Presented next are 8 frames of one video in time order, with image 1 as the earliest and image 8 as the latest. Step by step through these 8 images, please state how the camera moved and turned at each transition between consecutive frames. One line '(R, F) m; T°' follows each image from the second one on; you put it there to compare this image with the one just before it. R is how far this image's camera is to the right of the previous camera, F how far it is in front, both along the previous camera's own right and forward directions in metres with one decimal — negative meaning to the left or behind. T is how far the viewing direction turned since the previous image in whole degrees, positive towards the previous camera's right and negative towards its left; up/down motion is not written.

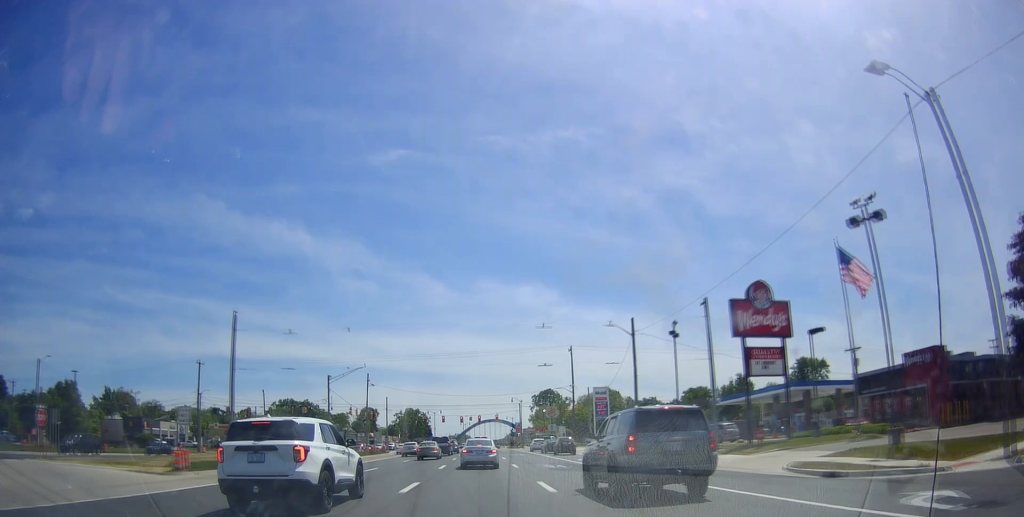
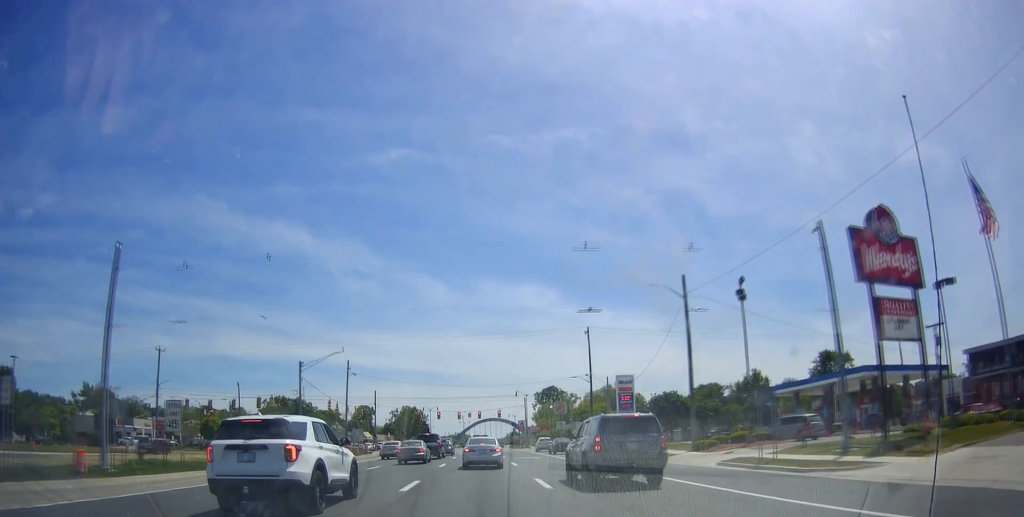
(-0.5, +15.9) m; +2°
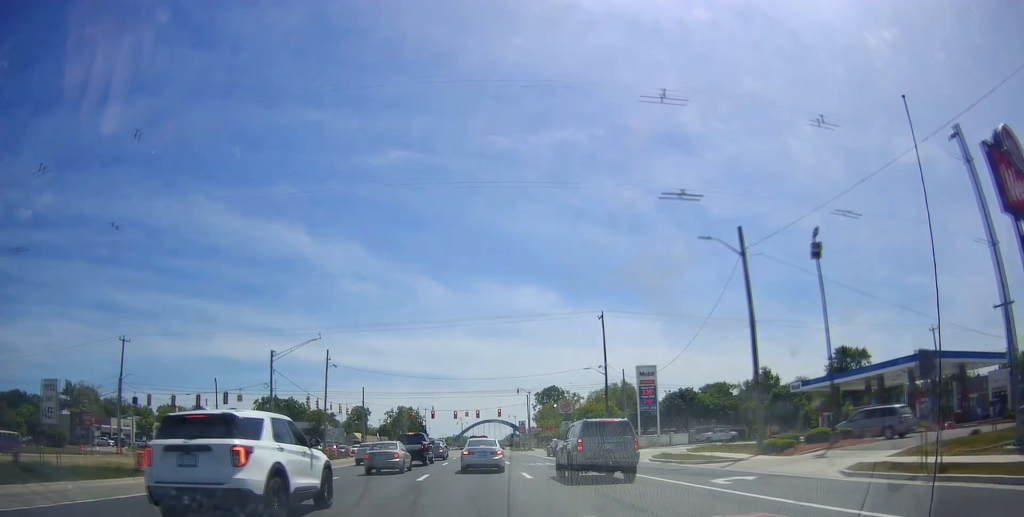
(+0.4, +11.4) m; +2°
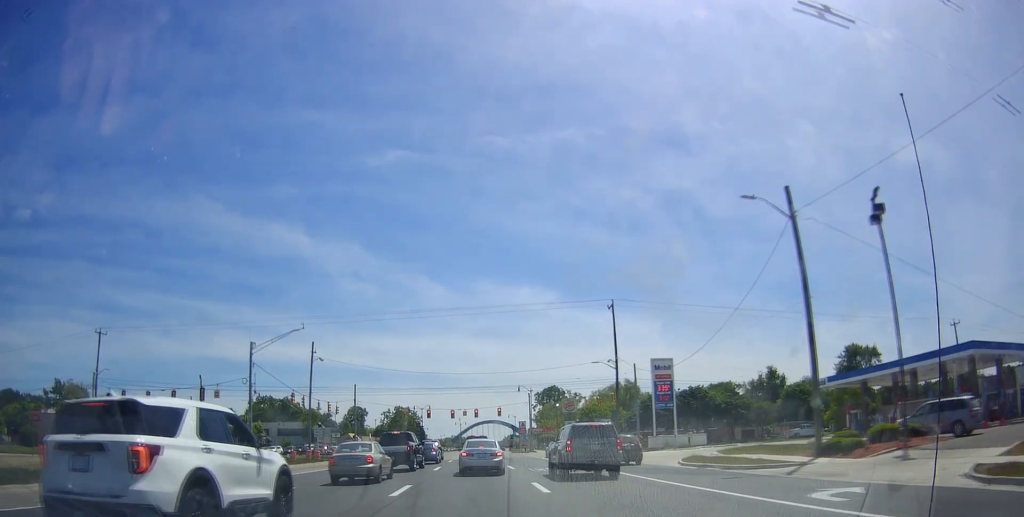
(0.0, +6.3) m; 0°
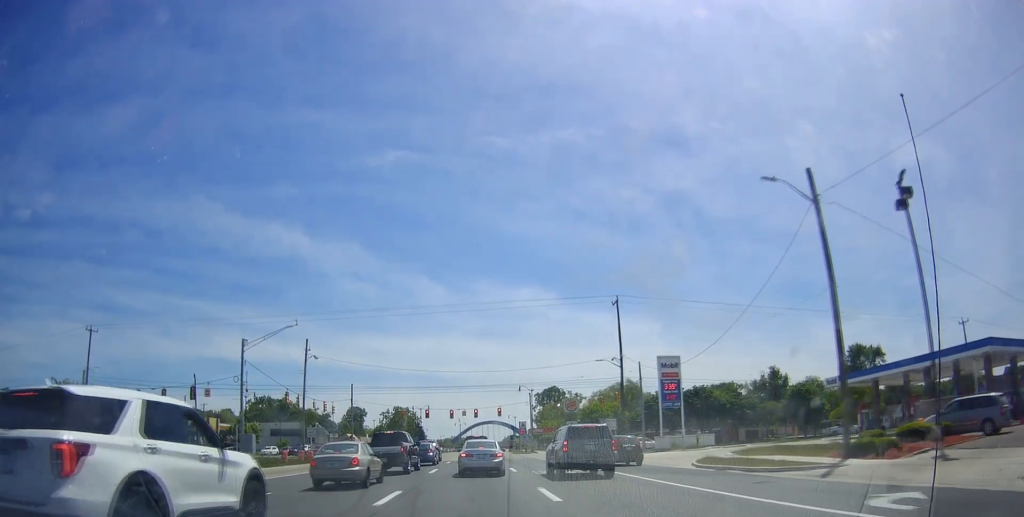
(0.0, +2.2) m; 0°
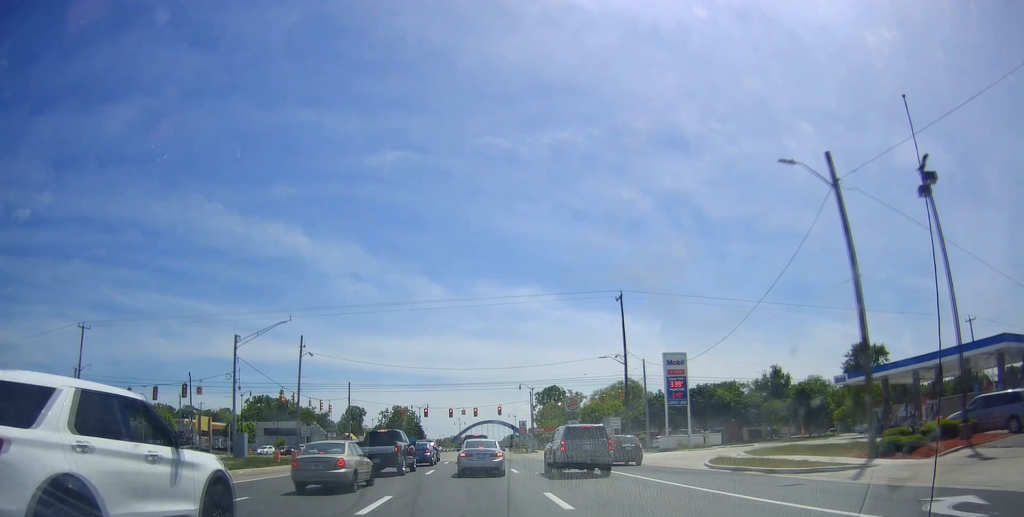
(0.0, +1.8) m; 0°
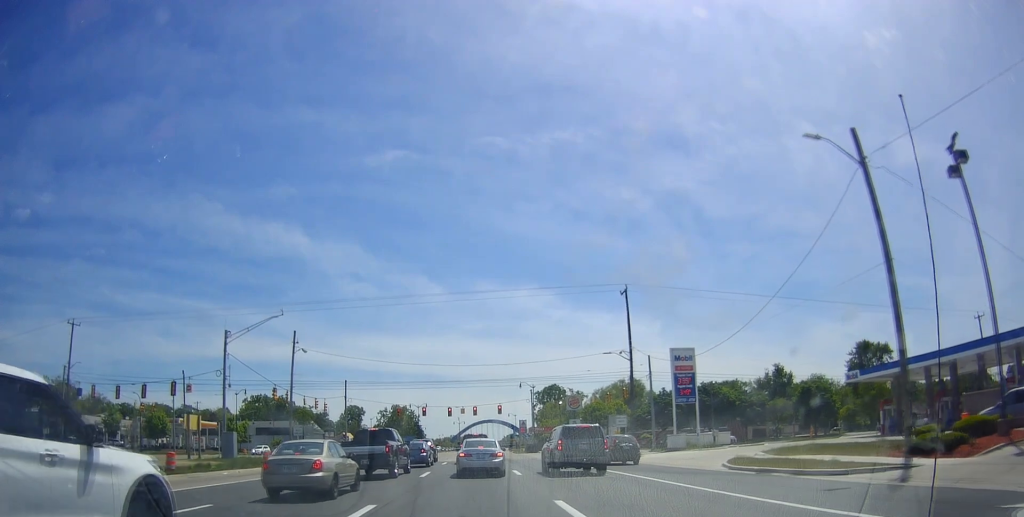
(0.0, +2.1) m; 0°
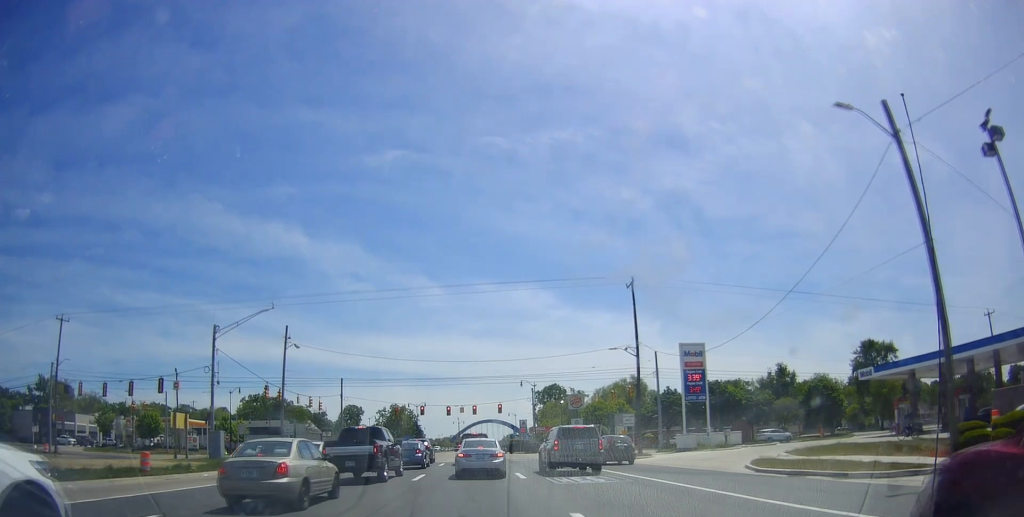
(0.0, +2.3) m; 0°
